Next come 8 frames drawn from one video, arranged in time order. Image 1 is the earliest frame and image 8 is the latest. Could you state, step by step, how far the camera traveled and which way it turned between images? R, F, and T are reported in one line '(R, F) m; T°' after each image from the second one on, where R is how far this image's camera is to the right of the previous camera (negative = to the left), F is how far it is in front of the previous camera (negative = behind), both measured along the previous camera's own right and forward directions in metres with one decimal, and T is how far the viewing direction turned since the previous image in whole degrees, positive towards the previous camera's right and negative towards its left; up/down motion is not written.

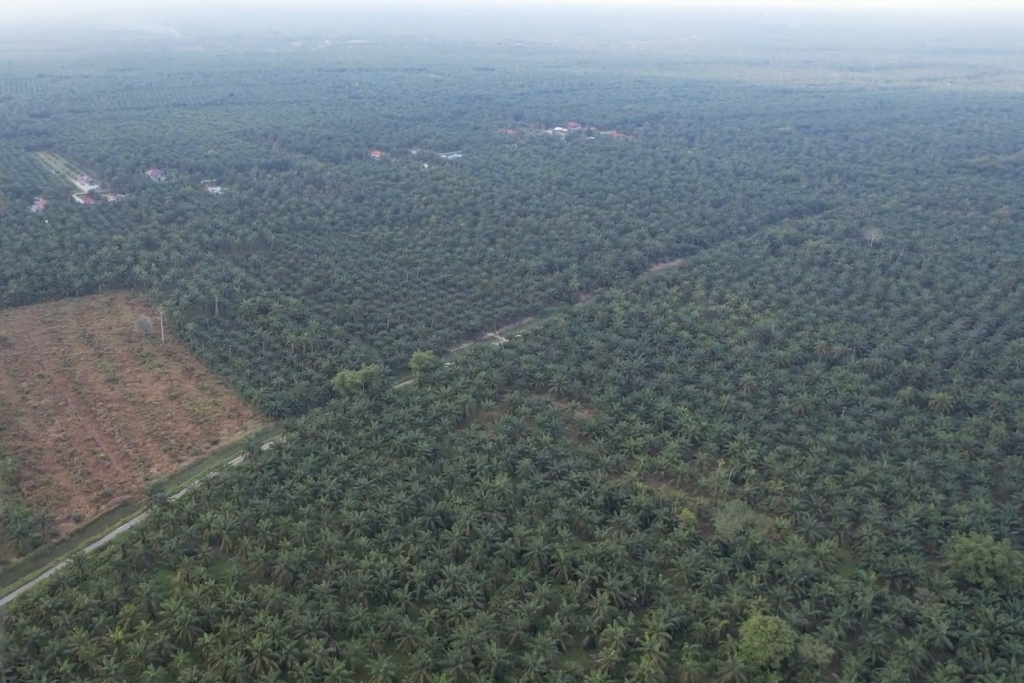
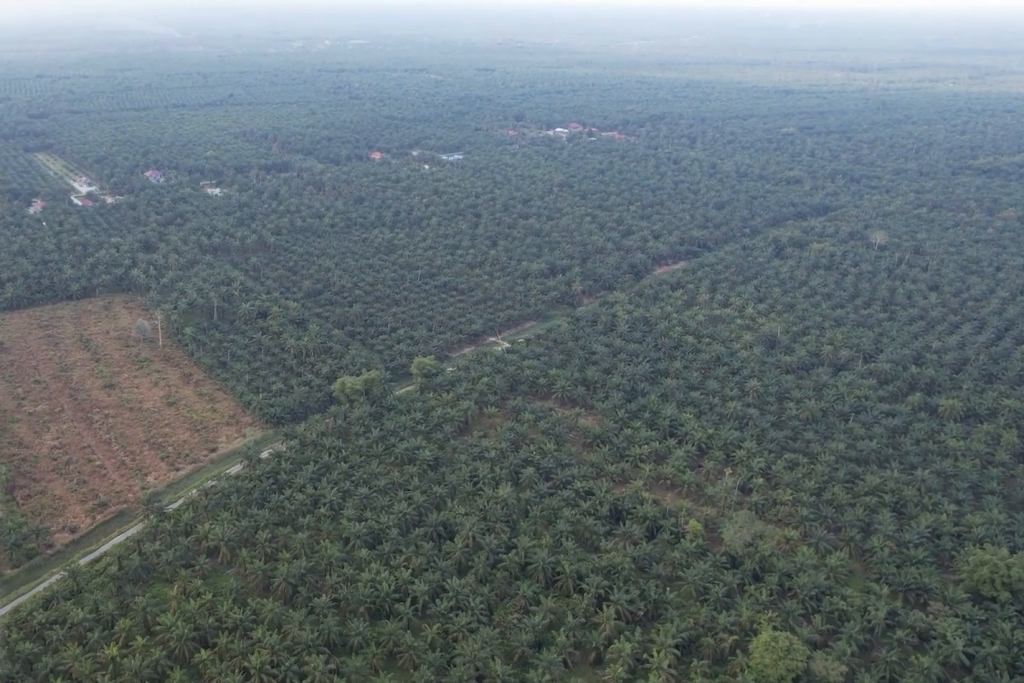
(0.0, +6.6) m; 0°
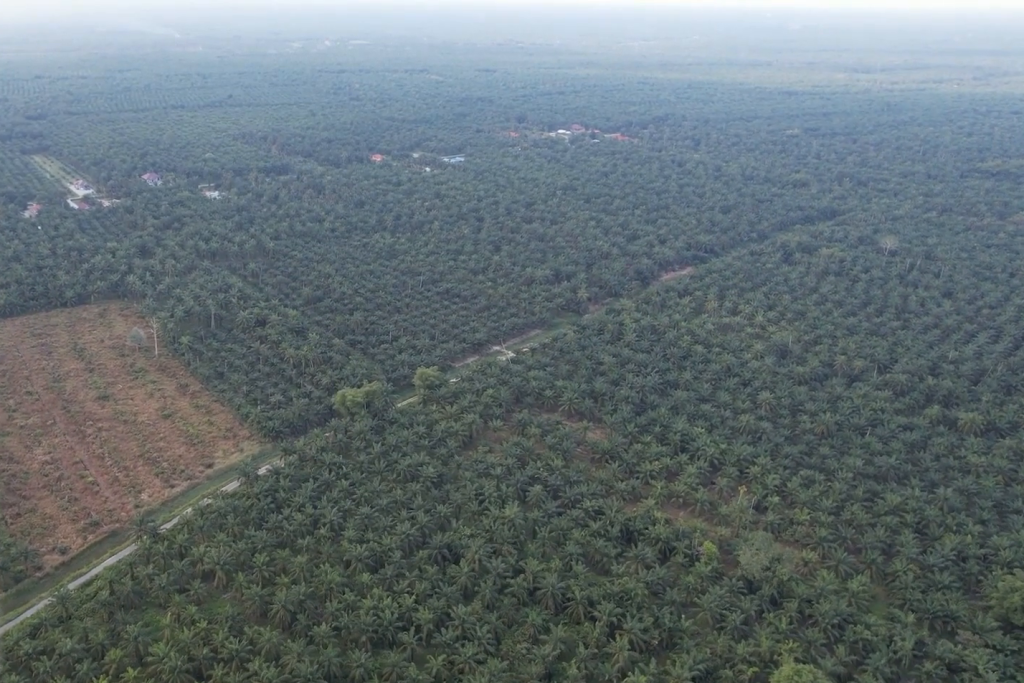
(0.0, +11.9) m; 0°
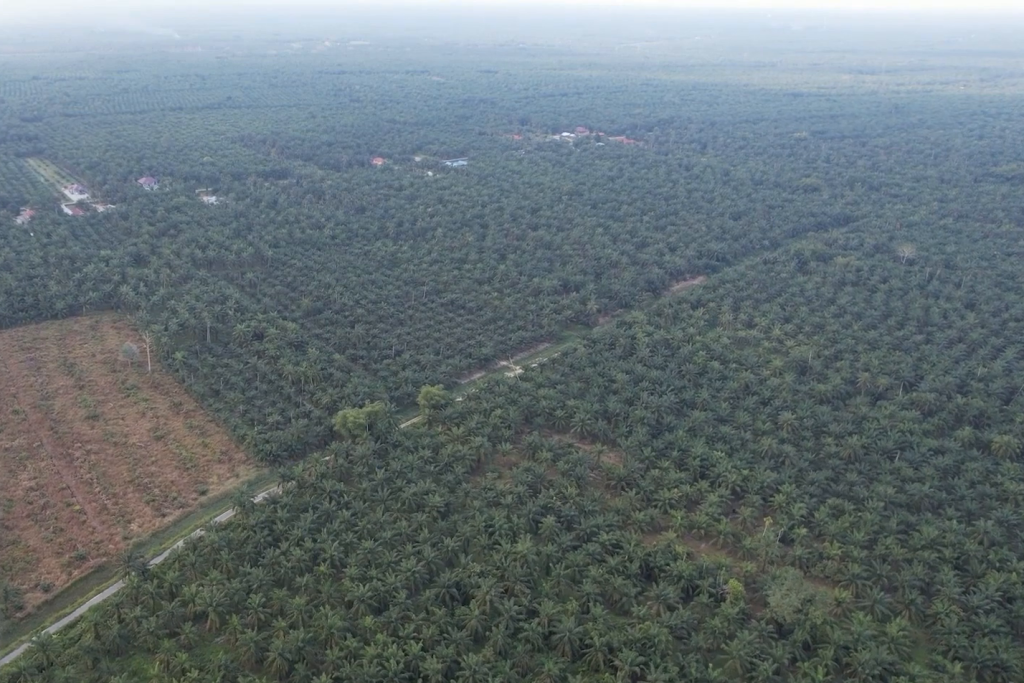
(0.0, +19.1) m; 0°
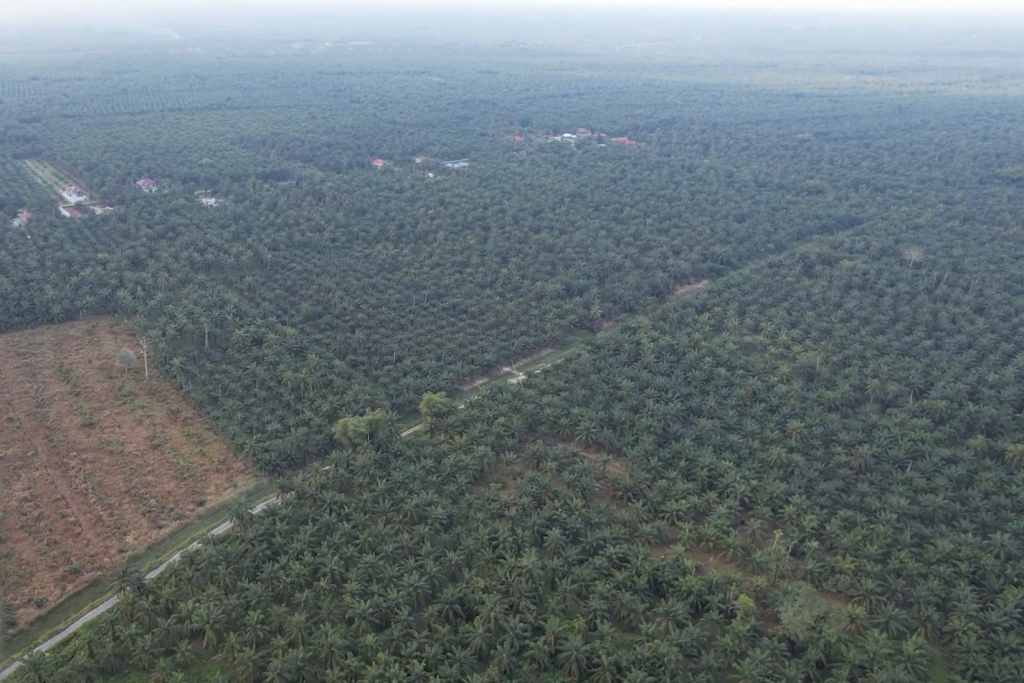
(0.0, +7.2) m; 0°
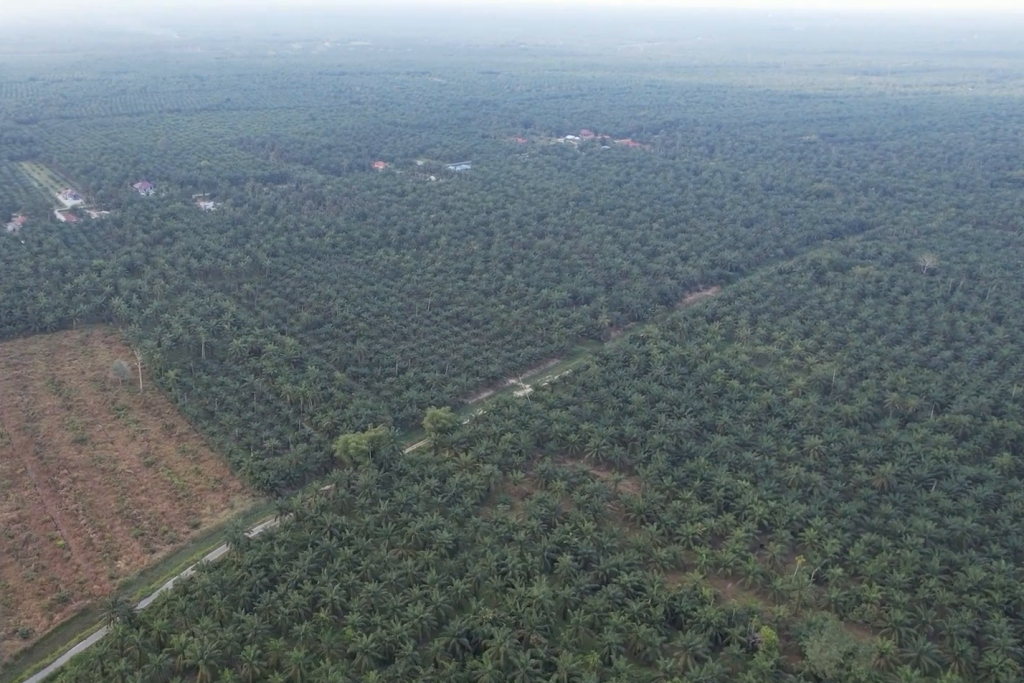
(0.0, +13.7) m; 0°
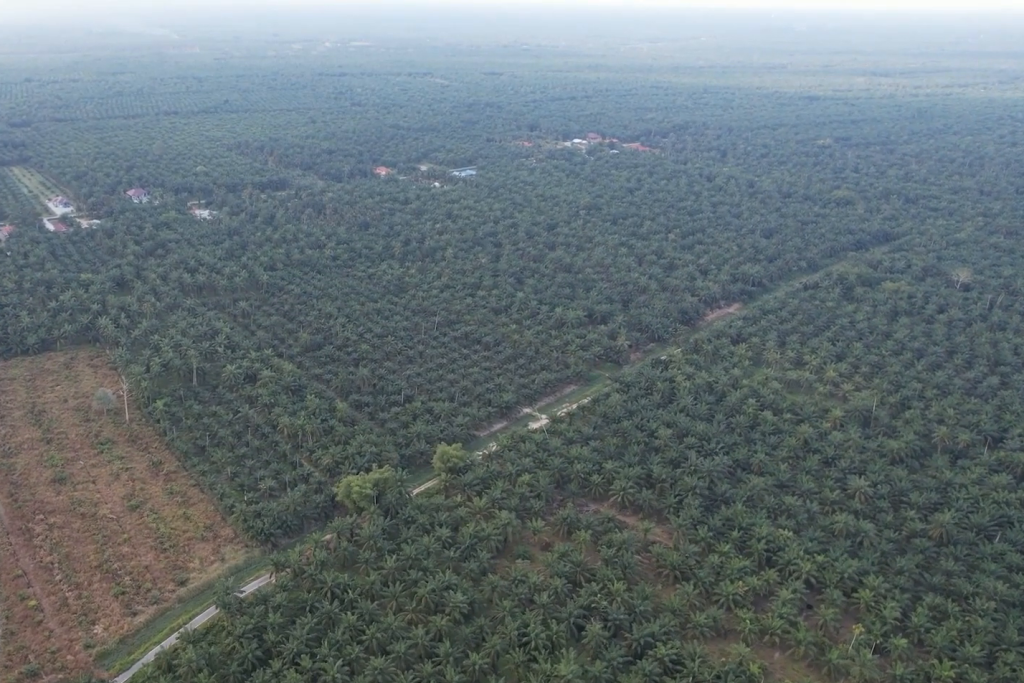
(0.0, +31.1) m; 0°
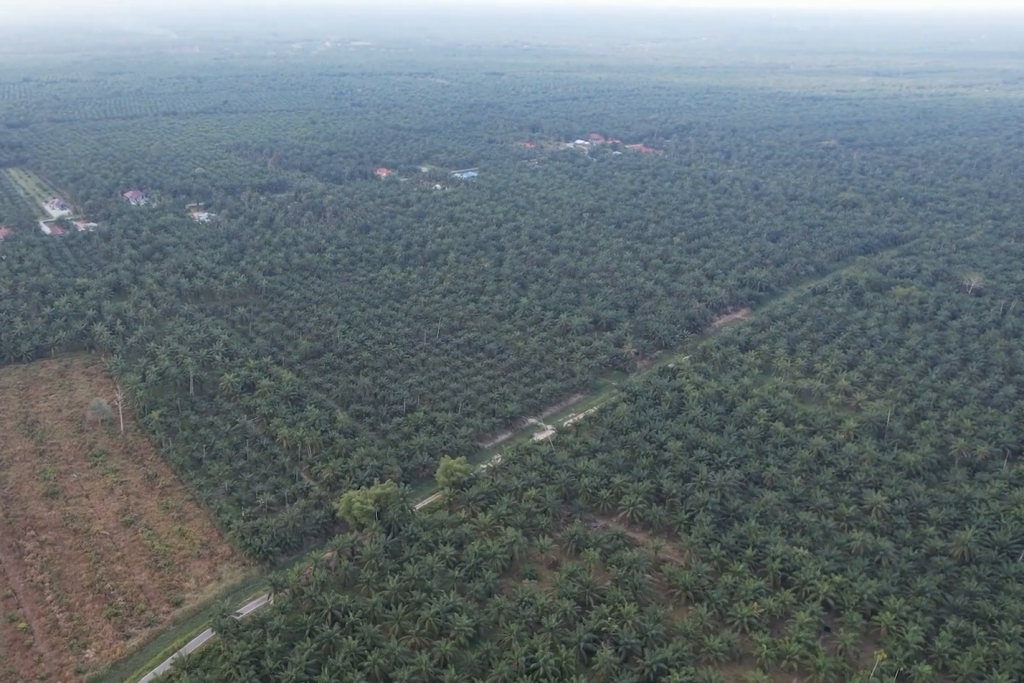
(0.0, +10.2) m; 0°
